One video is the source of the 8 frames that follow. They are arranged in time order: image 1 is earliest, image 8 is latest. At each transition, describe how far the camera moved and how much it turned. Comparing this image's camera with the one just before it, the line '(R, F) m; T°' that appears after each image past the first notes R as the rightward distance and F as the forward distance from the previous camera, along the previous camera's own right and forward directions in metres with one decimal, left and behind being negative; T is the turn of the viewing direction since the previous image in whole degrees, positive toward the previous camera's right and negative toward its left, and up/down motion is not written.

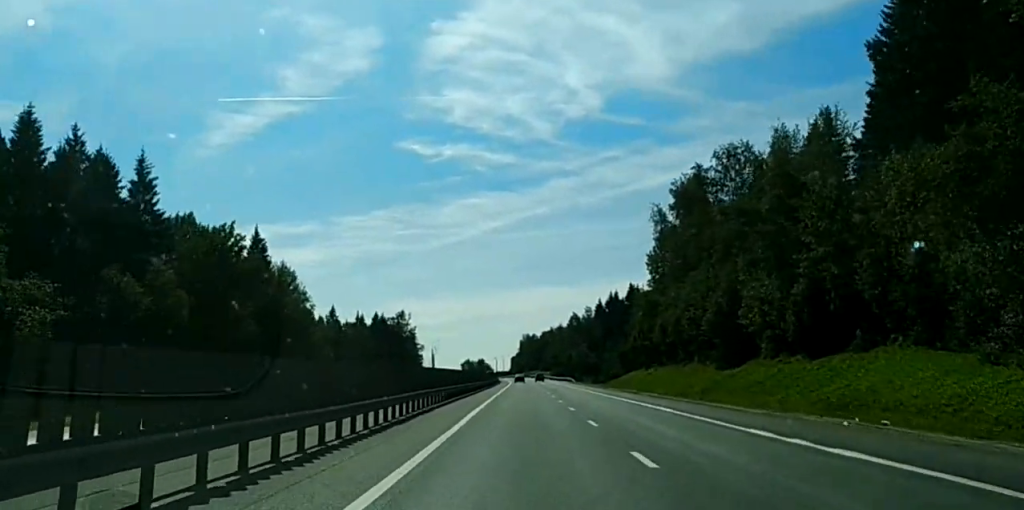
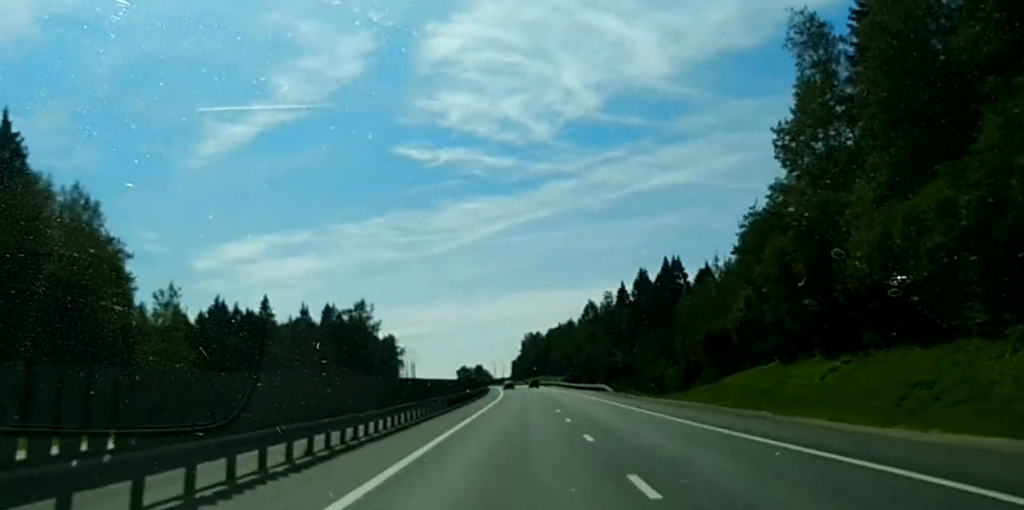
(-0.5, +72.5) m; 0°
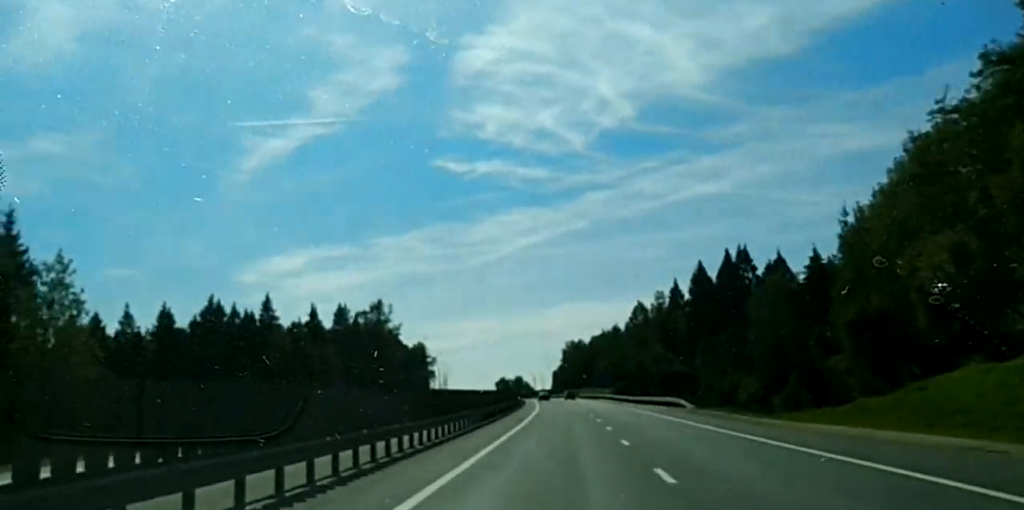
(-0.1, +31.1) m; 0°
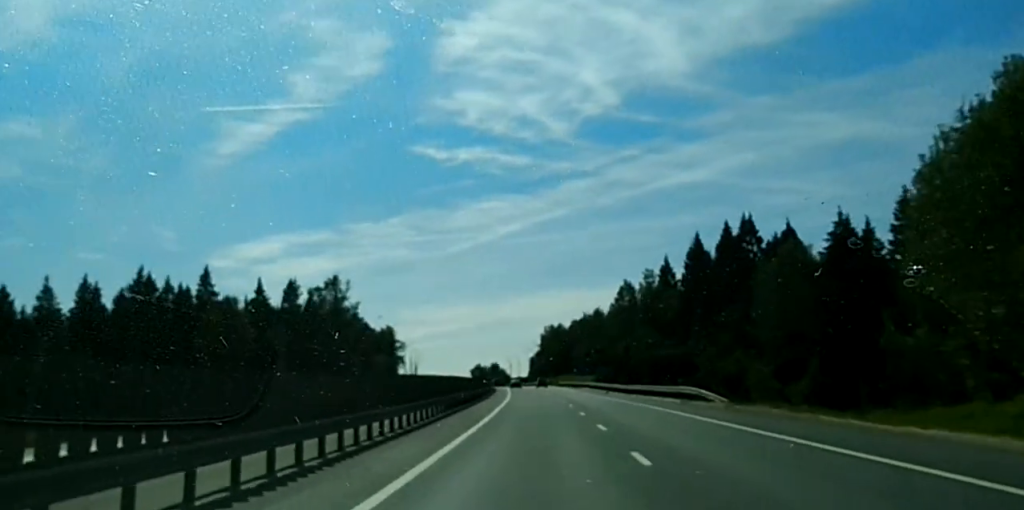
(0.0, +22.0) m; 0°
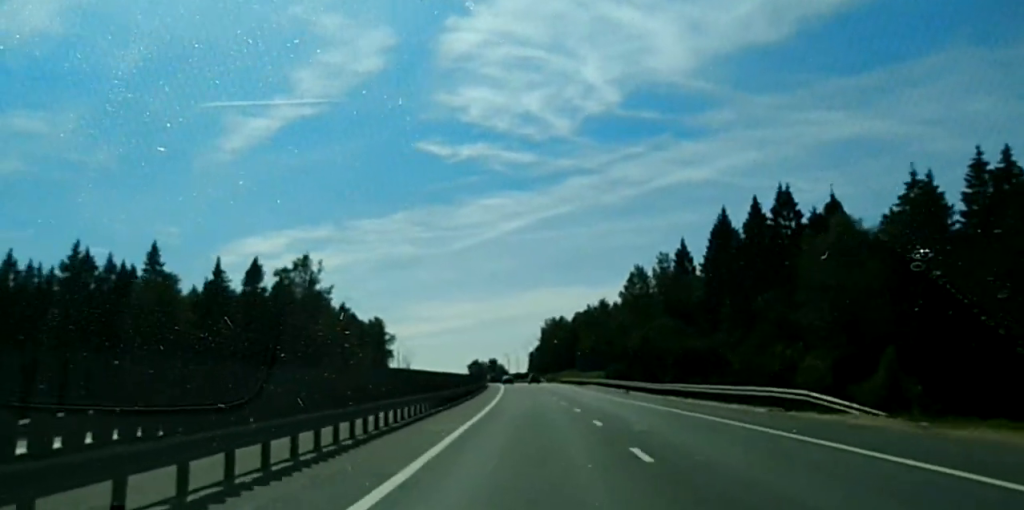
(0.0, +23.2) m; 0°
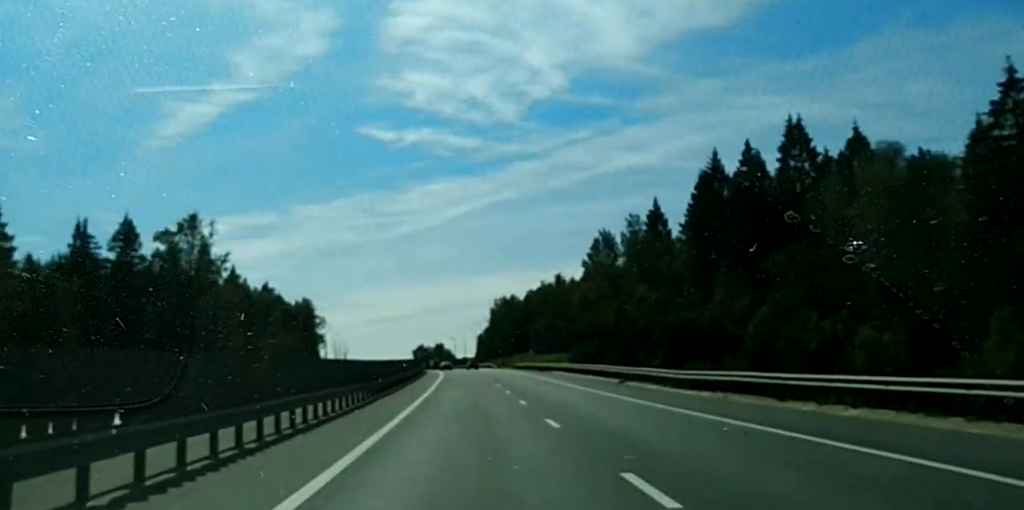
(-0.2, +29.4) m; 0°
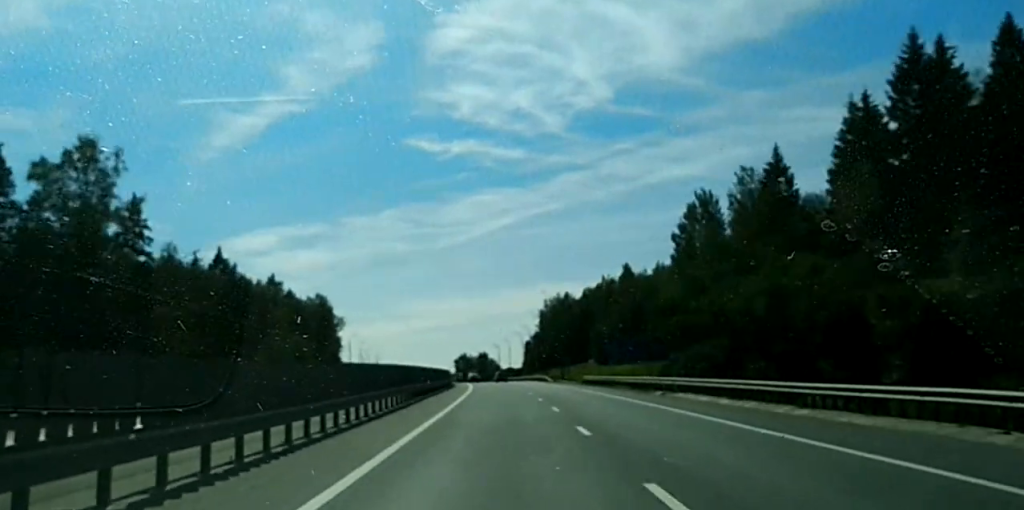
(-0.4, +45.0) m; -2°
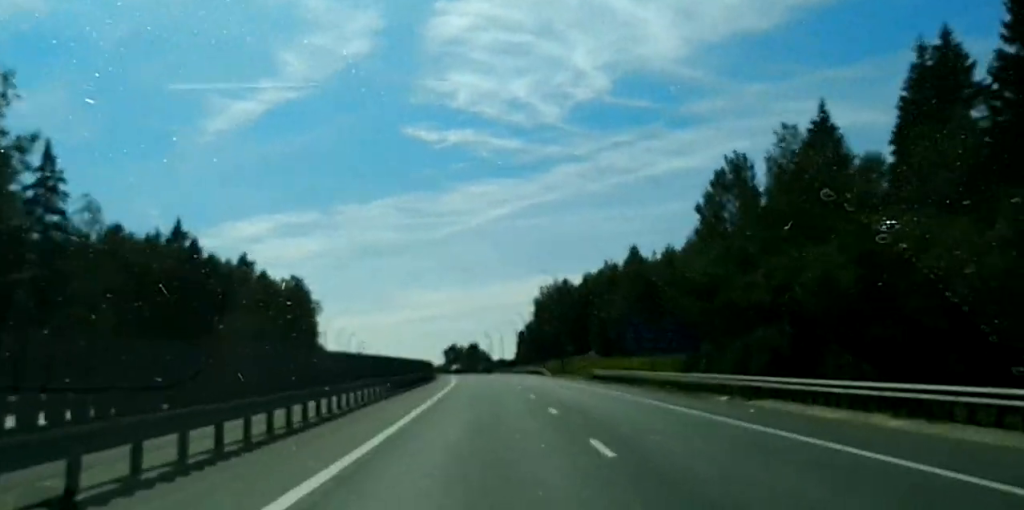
(-0.1, +17.3) m; -1°
